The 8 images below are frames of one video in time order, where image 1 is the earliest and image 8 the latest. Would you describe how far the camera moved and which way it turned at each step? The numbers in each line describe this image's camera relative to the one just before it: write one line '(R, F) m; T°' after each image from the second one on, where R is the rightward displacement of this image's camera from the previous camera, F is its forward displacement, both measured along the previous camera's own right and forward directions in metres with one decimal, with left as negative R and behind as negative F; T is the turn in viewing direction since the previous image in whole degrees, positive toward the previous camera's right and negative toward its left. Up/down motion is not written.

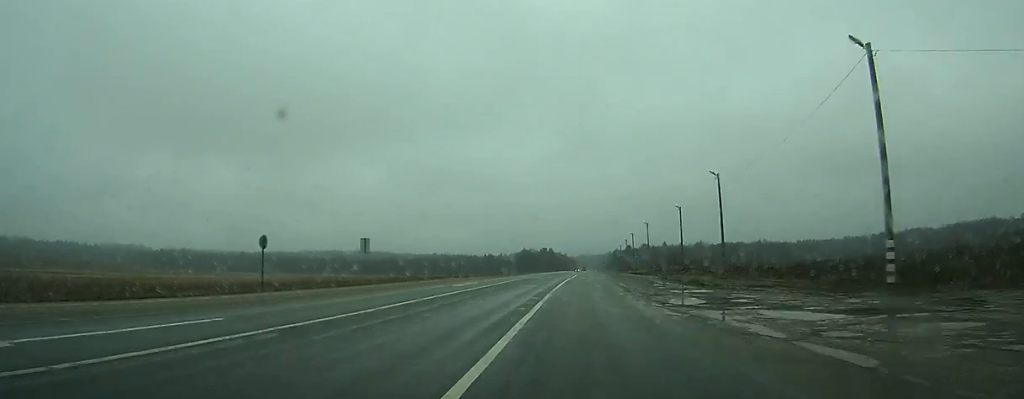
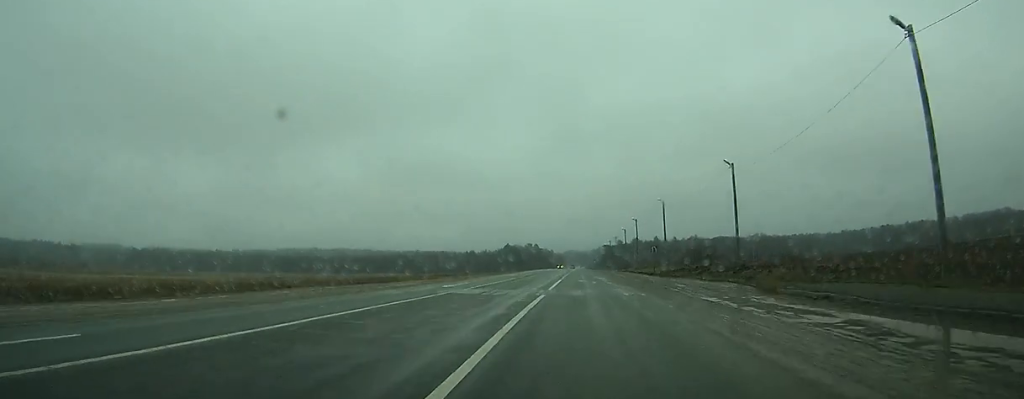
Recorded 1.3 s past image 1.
(+0.3, +33.6) m; +1°
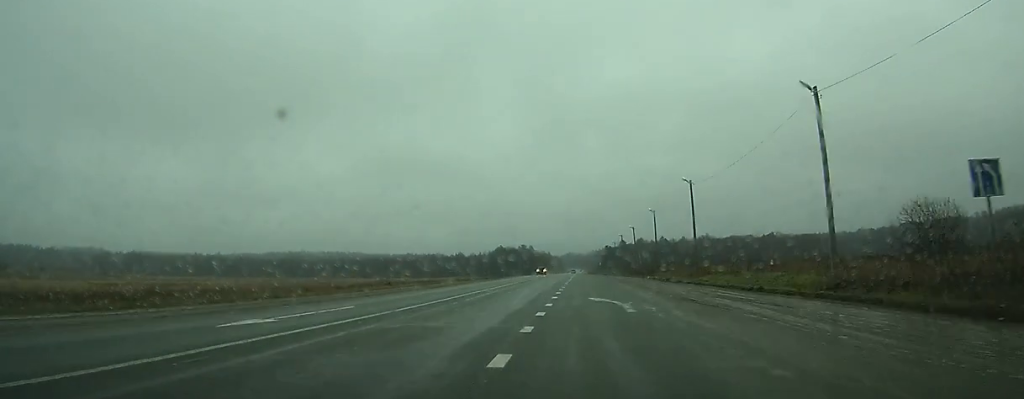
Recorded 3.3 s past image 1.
(+0.4, +50.9) m; 0°
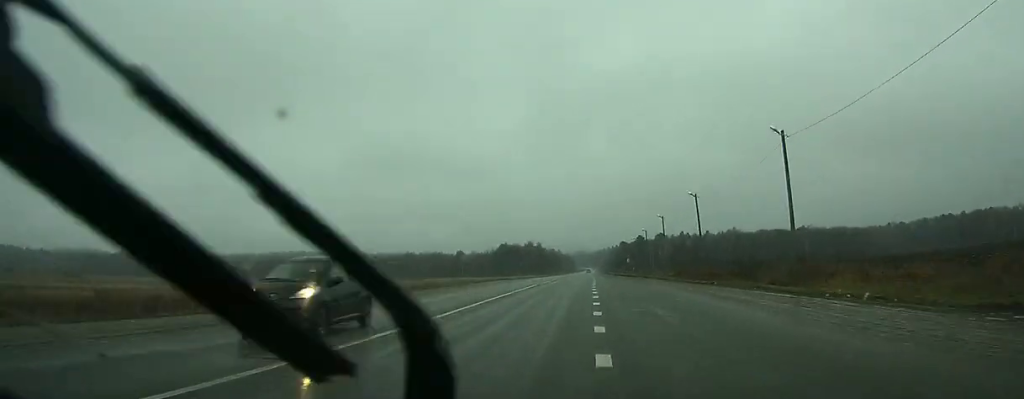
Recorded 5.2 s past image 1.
(0.0, +47.9) m; 0°
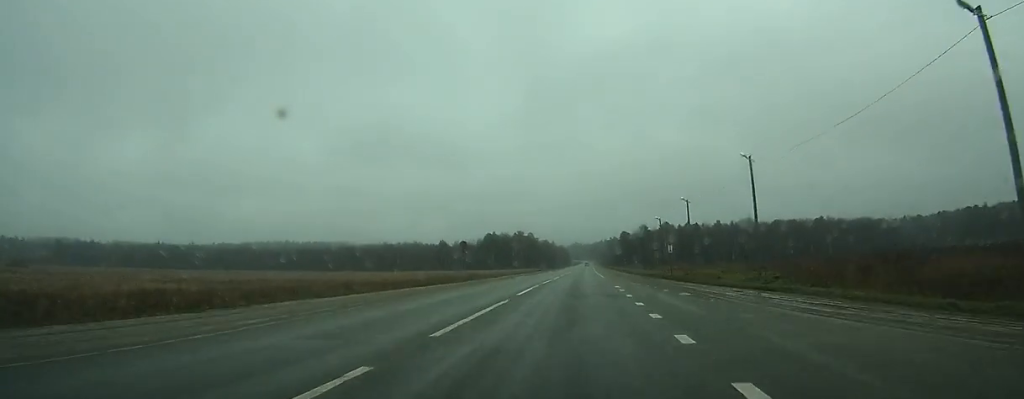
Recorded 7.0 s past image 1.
(-0.2, +46.4) m; 0°
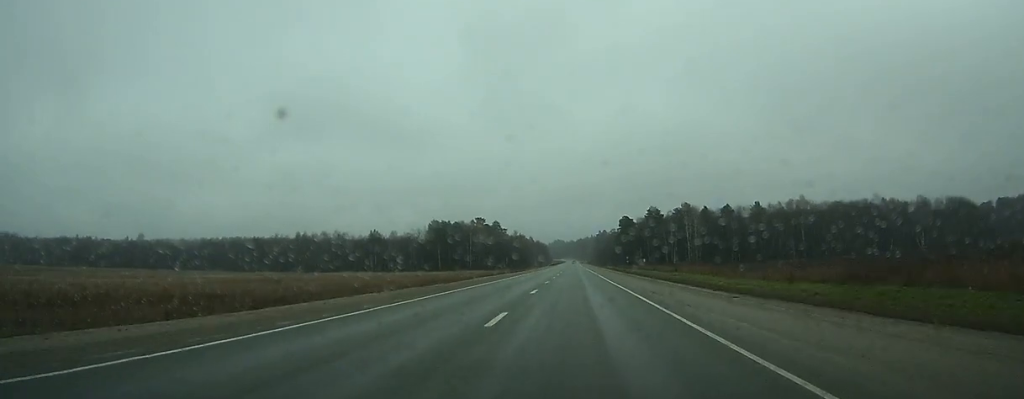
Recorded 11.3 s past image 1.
(+0.9, +110.5) m; +1°
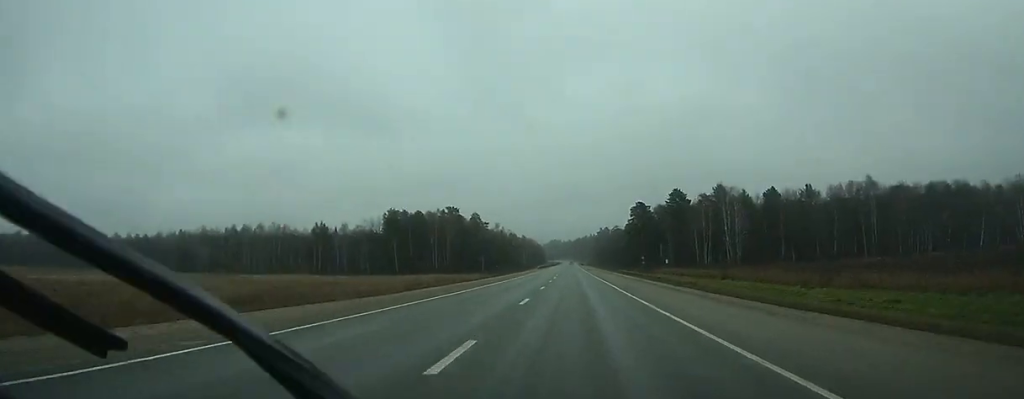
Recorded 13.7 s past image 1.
(+0.2, +61.5) m; 0°
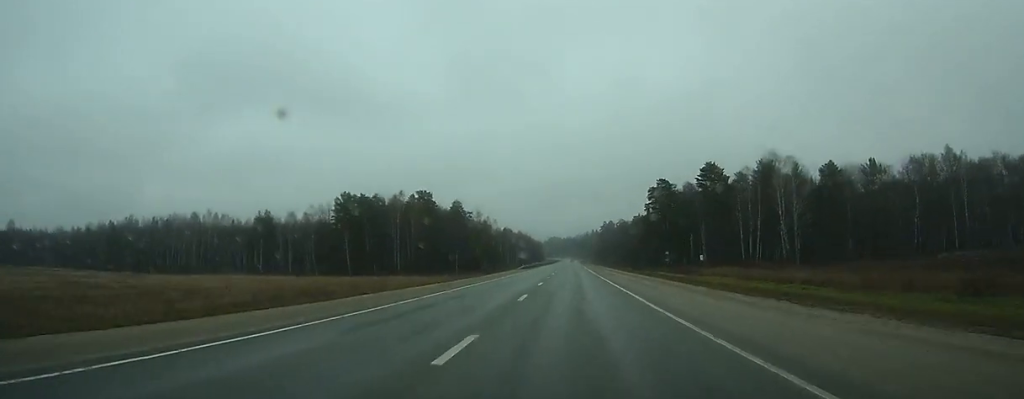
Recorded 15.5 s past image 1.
(0.0, +48.0) m; 0°
